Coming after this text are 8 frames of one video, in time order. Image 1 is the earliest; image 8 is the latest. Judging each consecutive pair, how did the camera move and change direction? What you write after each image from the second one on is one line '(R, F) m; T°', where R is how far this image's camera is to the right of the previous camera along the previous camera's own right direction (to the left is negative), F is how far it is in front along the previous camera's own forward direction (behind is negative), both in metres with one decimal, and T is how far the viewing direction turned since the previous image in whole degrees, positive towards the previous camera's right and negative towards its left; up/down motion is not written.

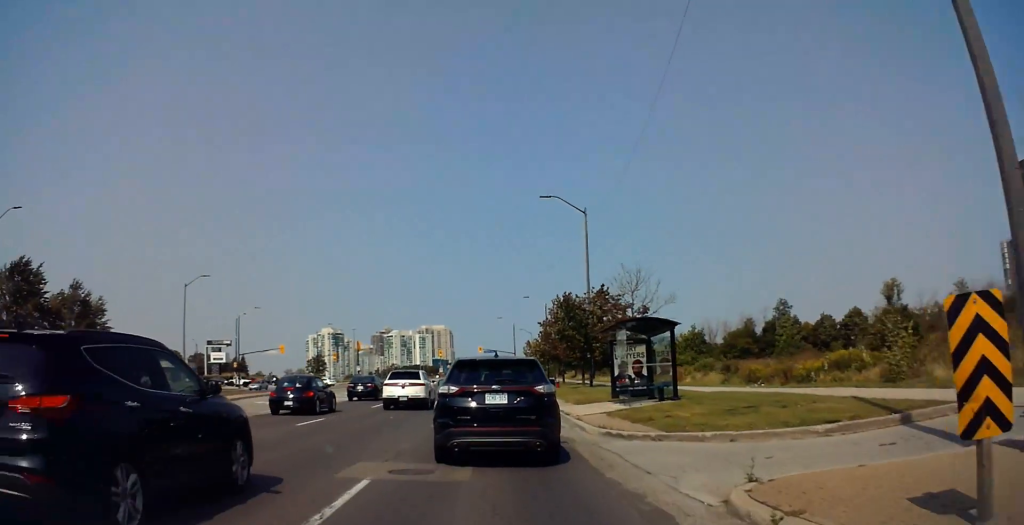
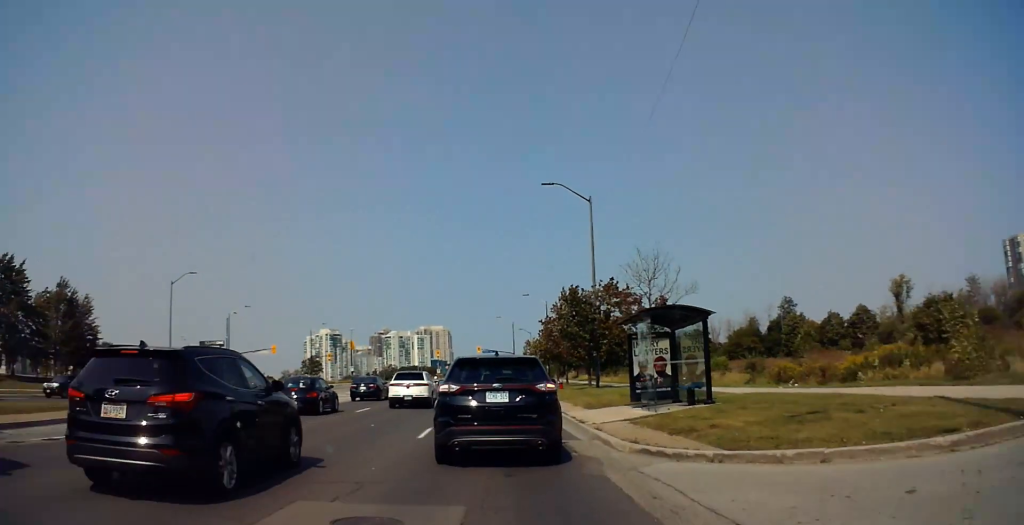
(-0.1, +4.1) m; +1°
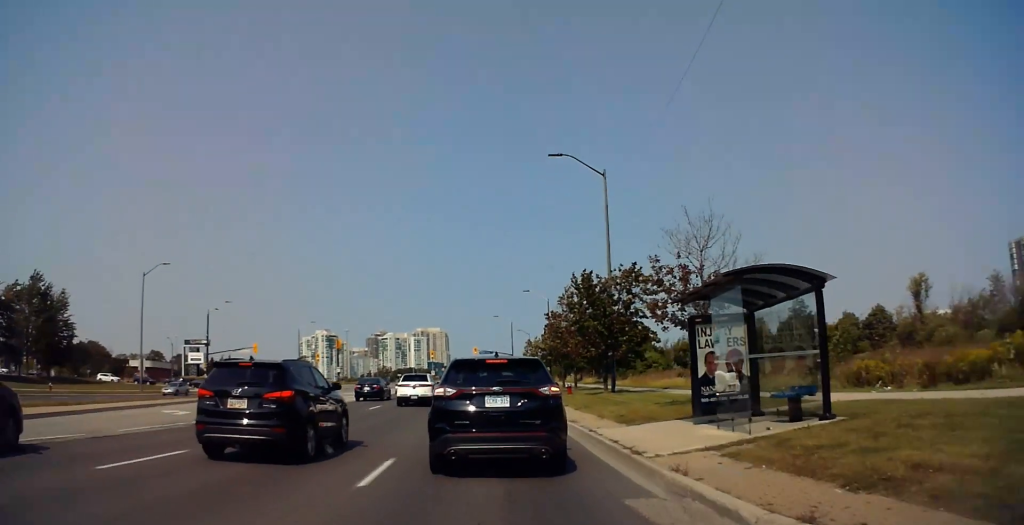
(+0.3, +7.4) m; -1°
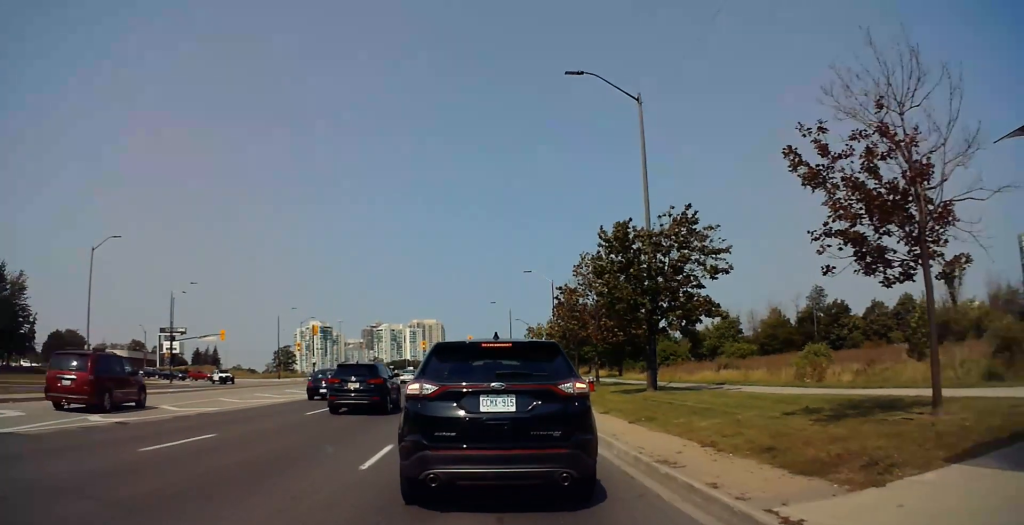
(-0.5, +14.6) m; 0°
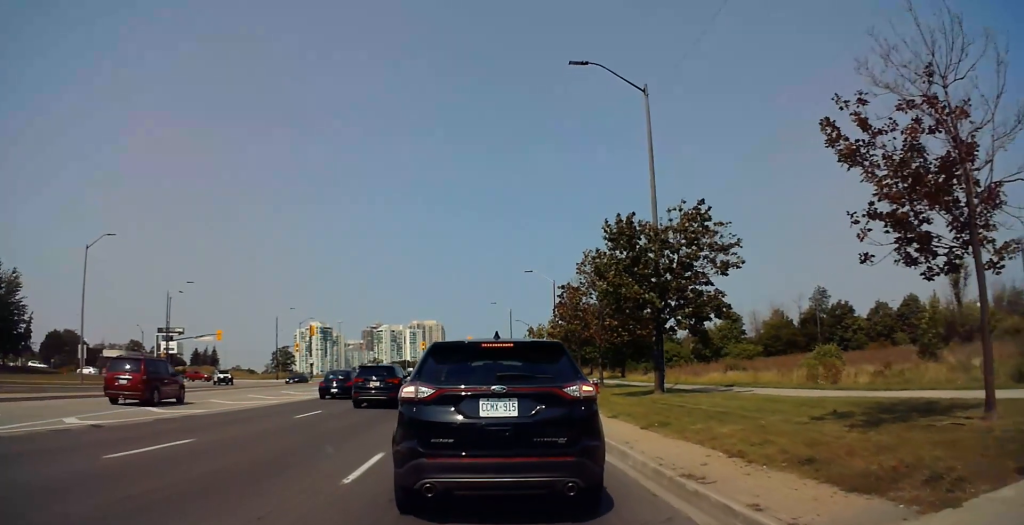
(+0.1, +3.1) m; +1°
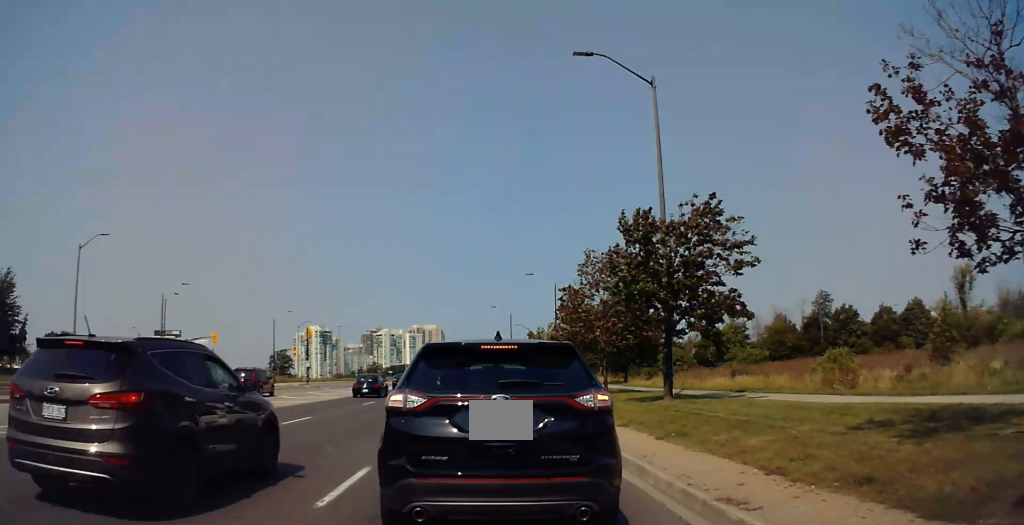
(+0.1, +8.2) m; -1°
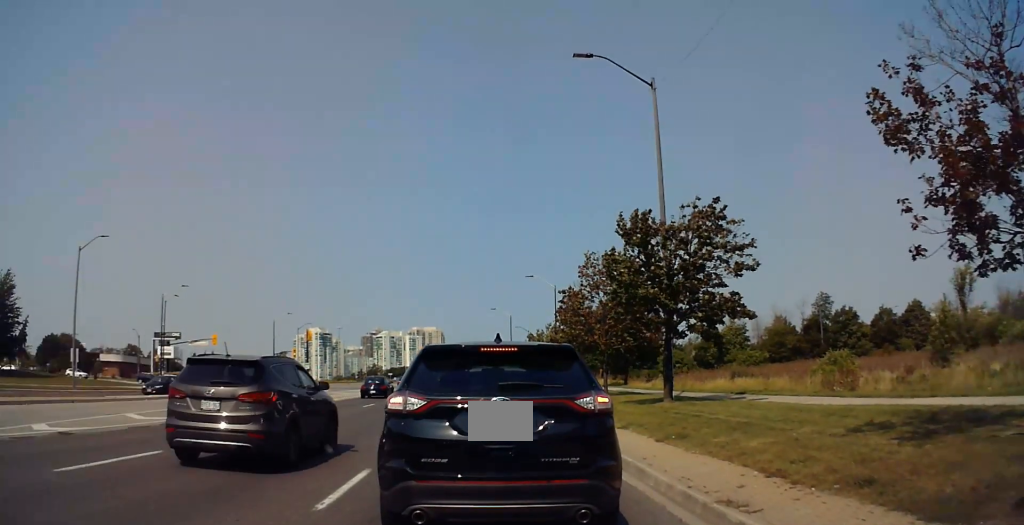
(-0.1, +1.7) m; -1°
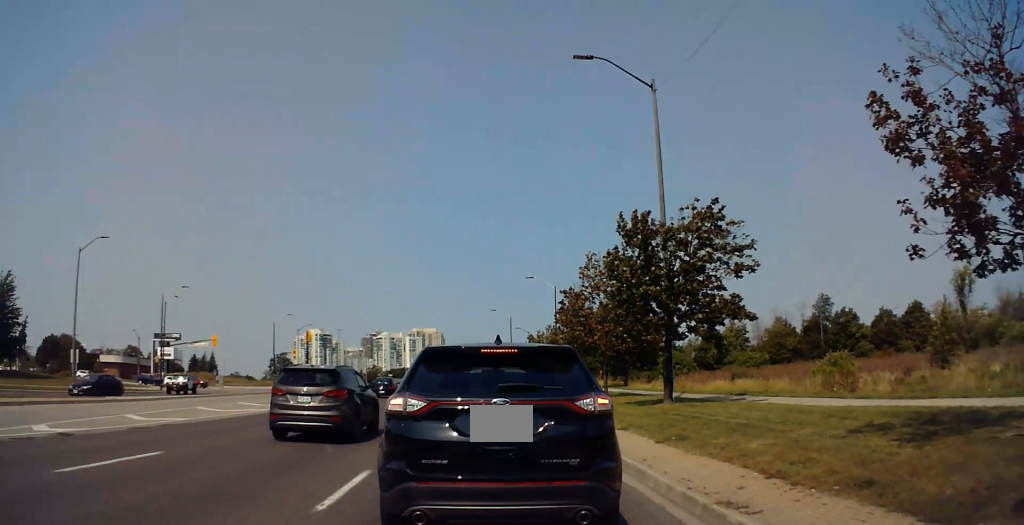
(-0.1, +2.2) m; -1°
